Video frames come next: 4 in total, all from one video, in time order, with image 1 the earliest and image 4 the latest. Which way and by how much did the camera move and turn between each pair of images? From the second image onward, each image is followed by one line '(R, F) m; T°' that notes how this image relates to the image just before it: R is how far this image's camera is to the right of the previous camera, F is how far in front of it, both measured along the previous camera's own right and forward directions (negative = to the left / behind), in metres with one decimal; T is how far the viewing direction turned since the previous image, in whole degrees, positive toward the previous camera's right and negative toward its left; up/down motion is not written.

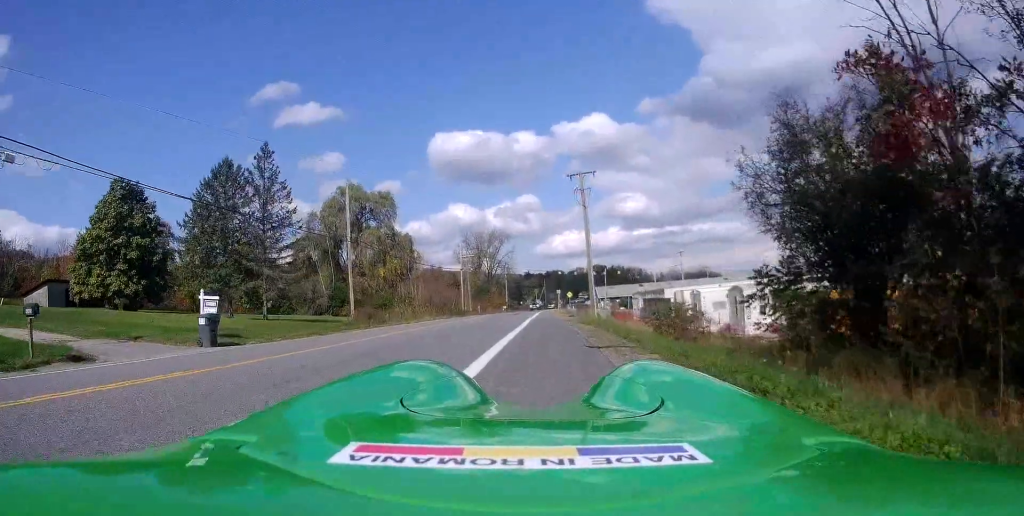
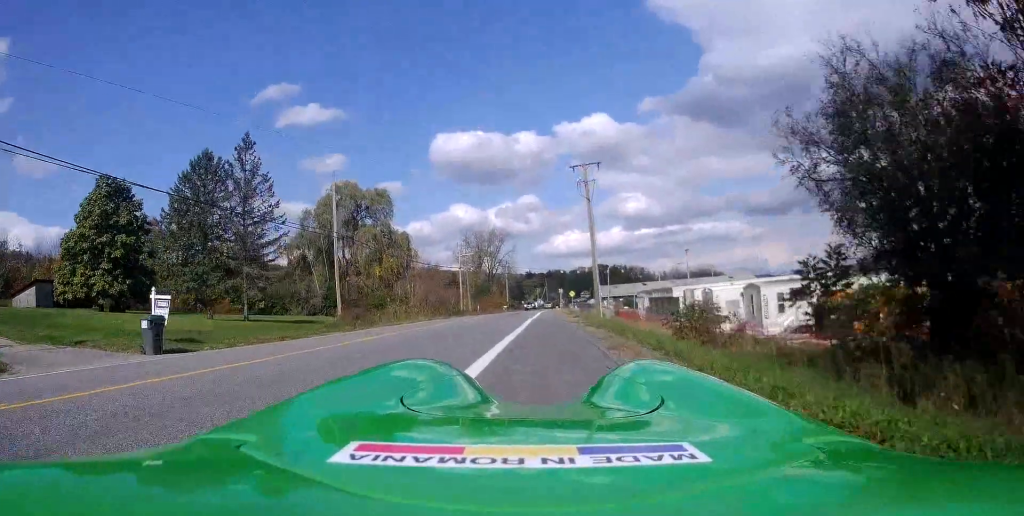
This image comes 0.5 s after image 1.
(0.0, +2.8) m; 0°
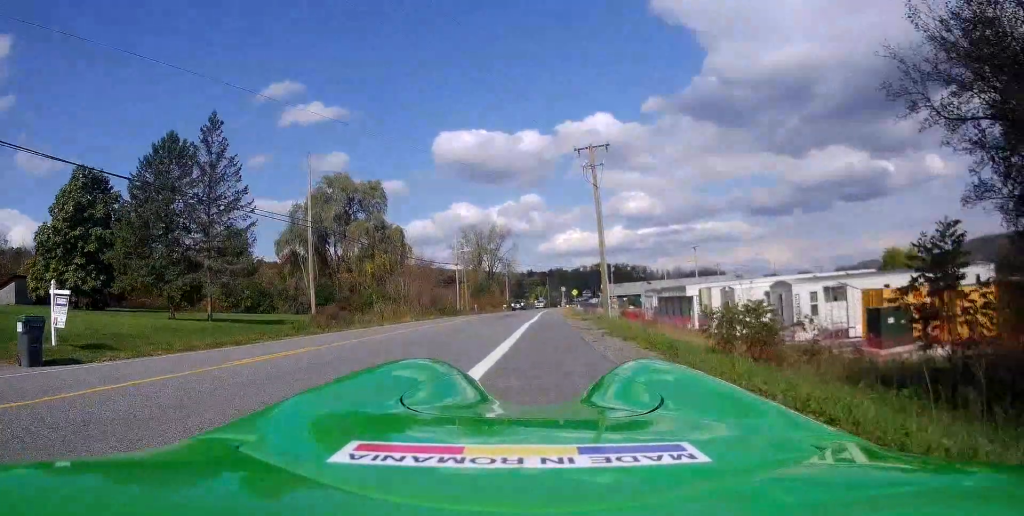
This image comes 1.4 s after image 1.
(0.0, +4.7) m; 0°
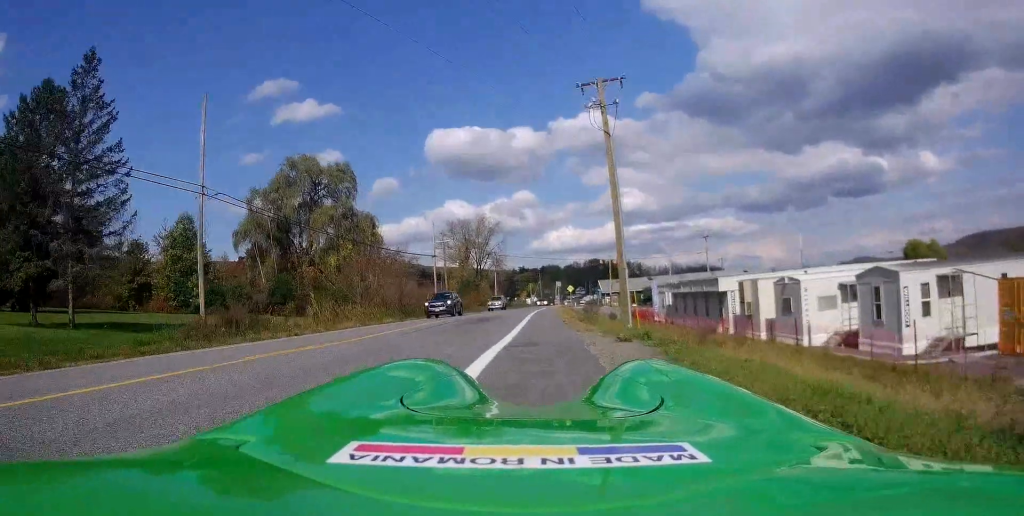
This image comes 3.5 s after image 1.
(0.0, +11.6) m; 0°
